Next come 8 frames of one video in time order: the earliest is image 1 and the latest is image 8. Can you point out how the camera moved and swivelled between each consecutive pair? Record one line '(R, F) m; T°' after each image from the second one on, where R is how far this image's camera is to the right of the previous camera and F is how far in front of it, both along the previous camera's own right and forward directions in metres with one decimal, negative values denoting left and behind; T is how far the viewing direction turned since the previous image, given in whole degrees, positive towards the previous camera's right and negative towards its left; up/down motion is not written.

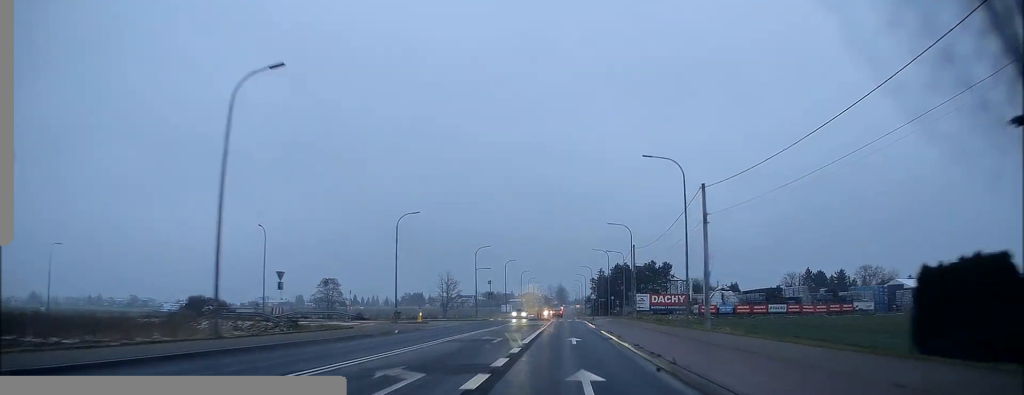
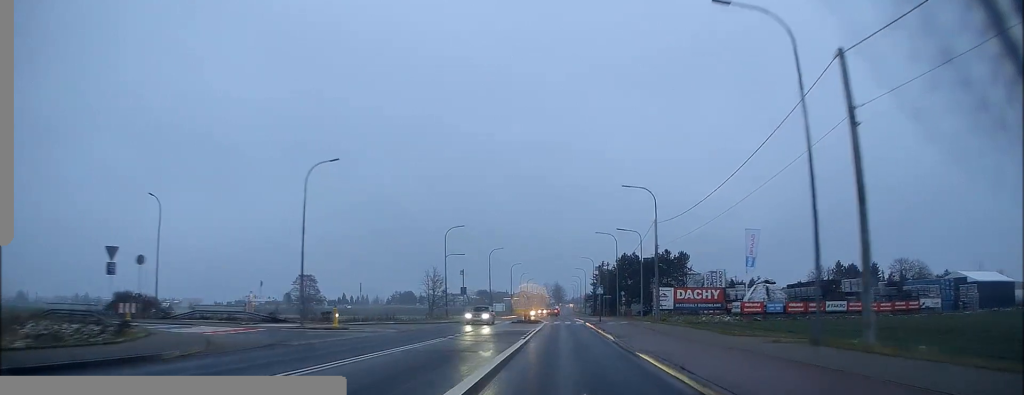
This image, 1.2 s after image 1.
(0.0, +19.0) m; -1°
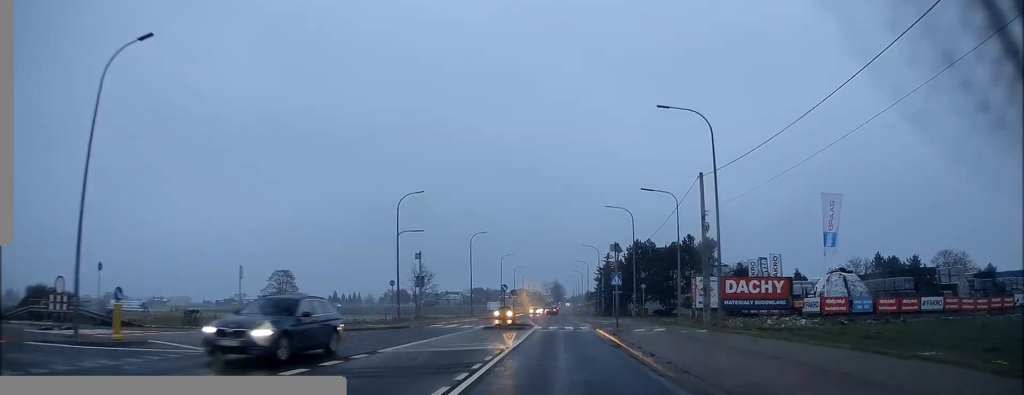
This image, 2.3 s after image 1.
(-0.1, +17.8) m; 0°
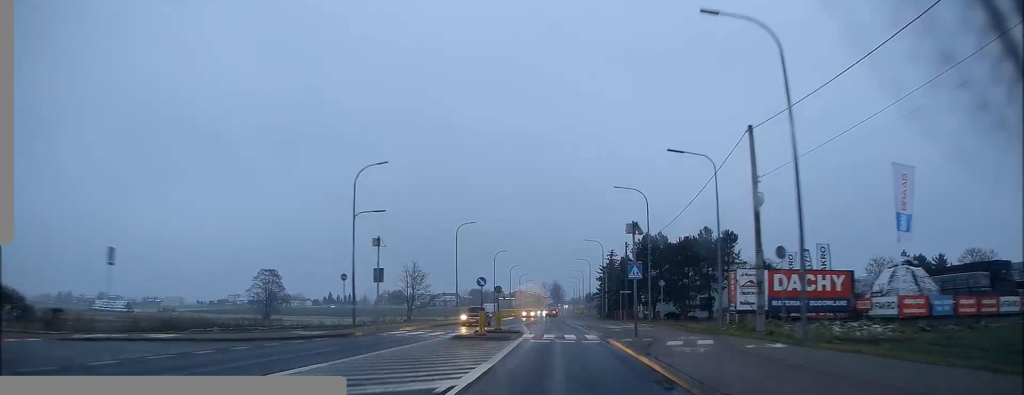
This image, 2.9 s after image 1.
(0.0, +9.7) m; 0°
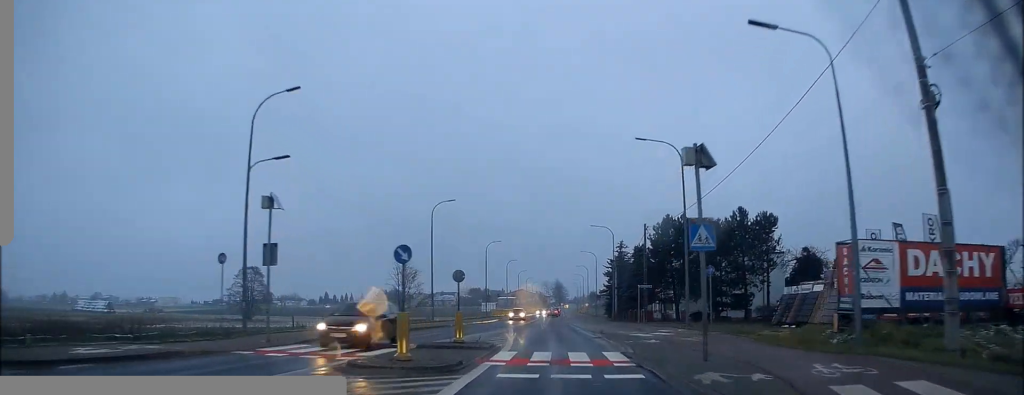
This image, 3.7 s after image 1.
(0.0, +12.8) m; 0°
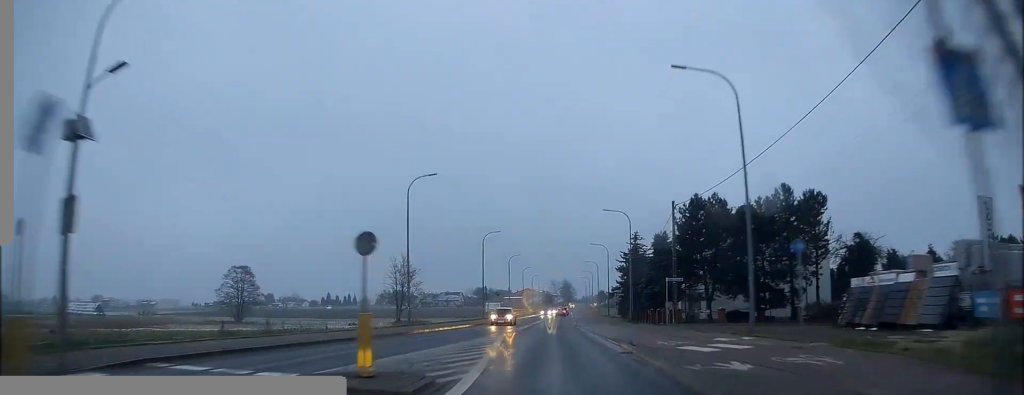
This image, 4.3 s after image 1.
(0.0, +10.1) m; 0°
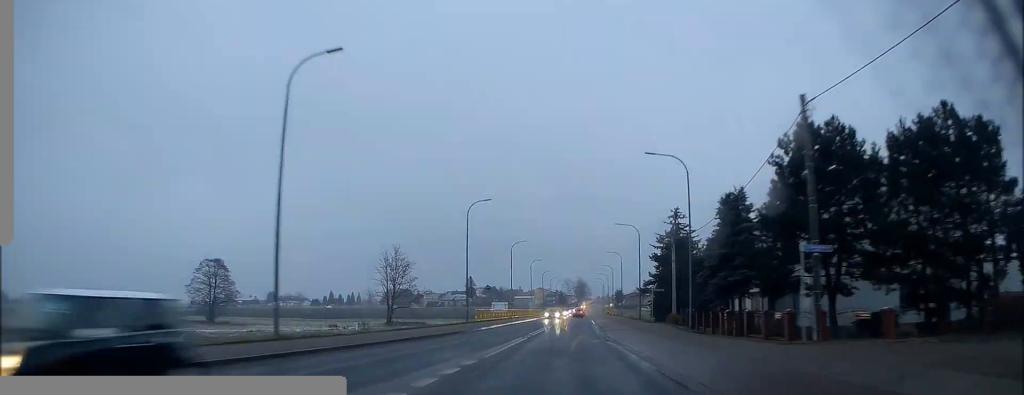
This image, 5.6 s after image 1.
(0.0, +20.7) m; -1°
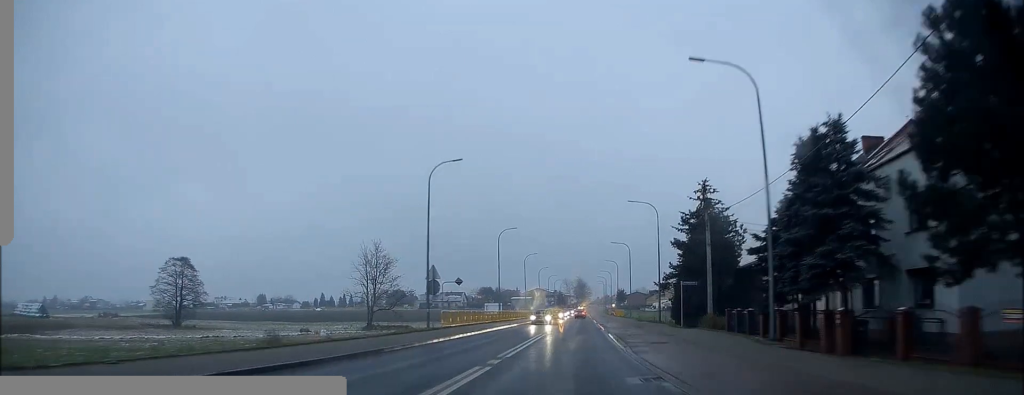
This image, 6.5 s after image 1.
(-0.4, +13.8) m; 0°
